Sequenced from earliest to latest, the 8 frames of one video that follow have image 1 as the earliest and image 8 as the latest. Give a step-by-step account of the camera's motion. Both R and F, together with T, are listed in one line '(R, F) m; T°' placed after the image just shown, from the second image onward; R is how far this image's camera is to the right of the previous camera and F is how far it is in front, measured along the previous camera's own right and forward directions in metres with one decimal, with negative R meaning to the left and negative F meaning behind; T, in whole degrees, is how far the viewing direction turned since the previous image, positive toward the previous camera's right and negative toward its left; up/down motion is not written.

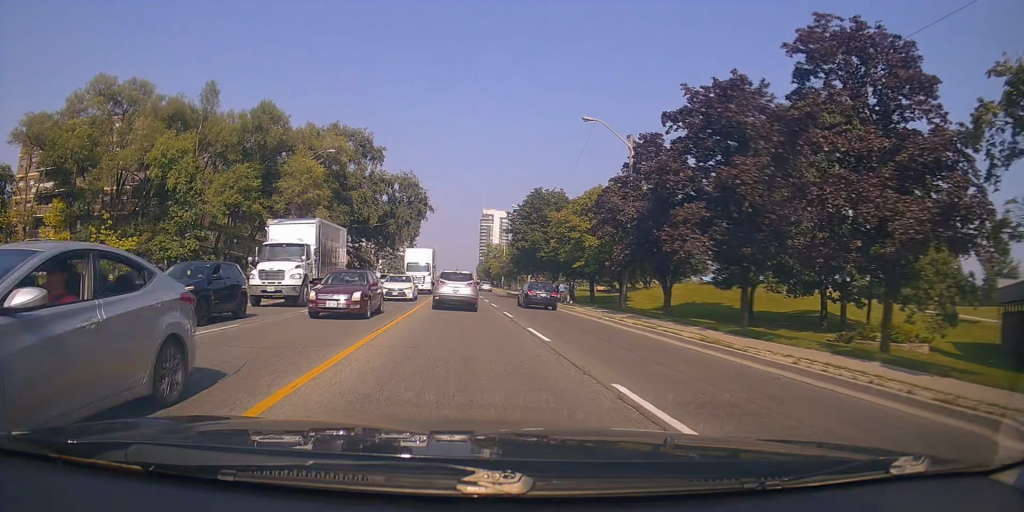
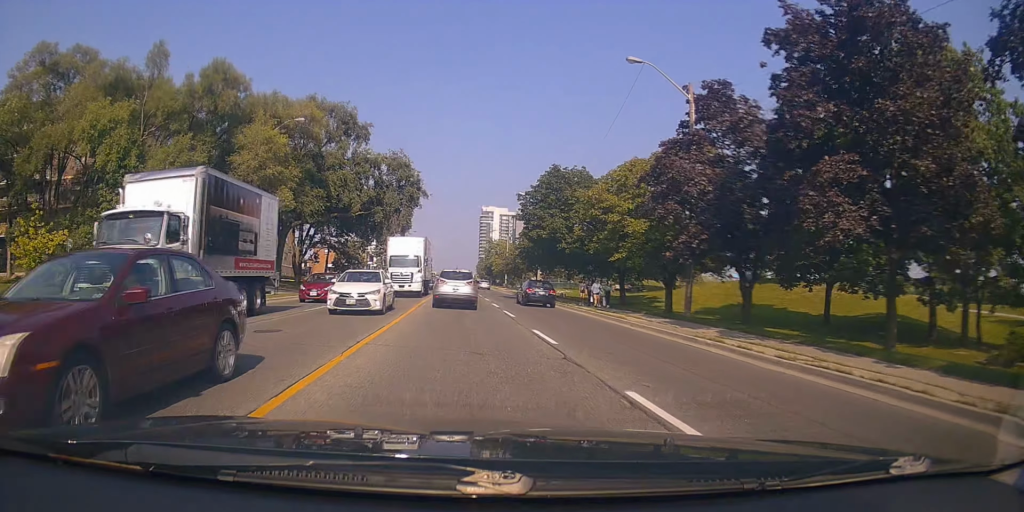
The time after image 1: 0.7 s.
(-0.1, +9.4) m; 0°
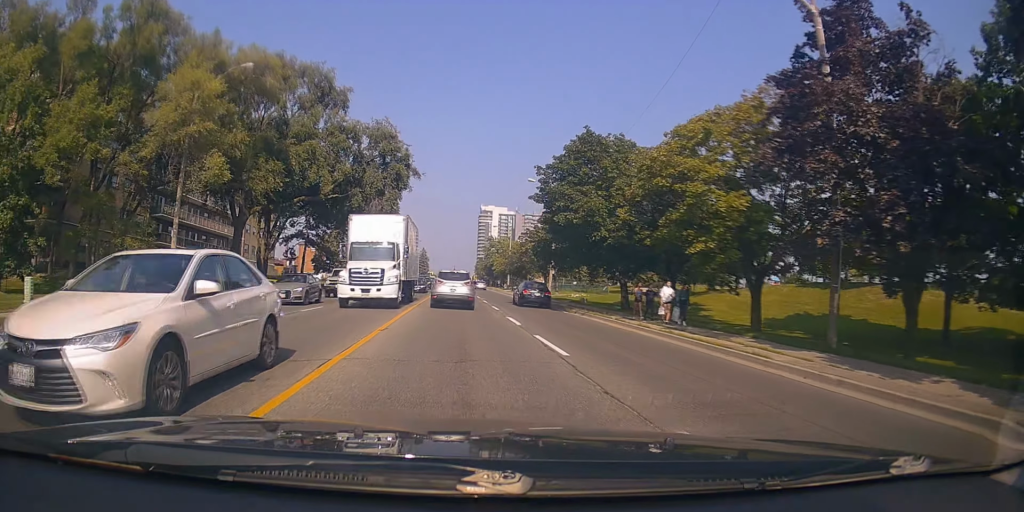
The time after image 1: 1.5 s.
(-0.3, +10.2) m; +1°
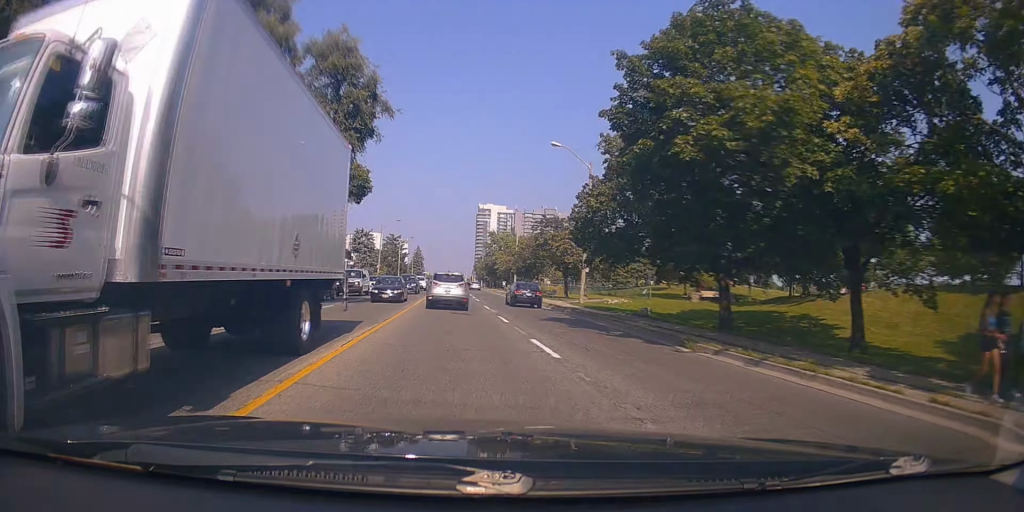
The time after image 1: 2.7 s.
(+0.6, +15.9) m; 0°
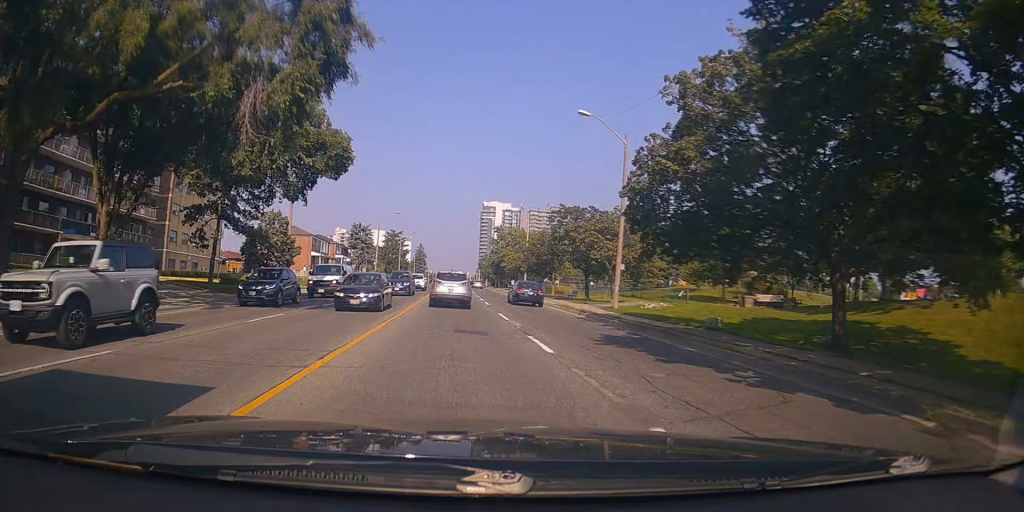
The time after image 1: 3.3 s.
(+0.1, +8.0) m; -3°
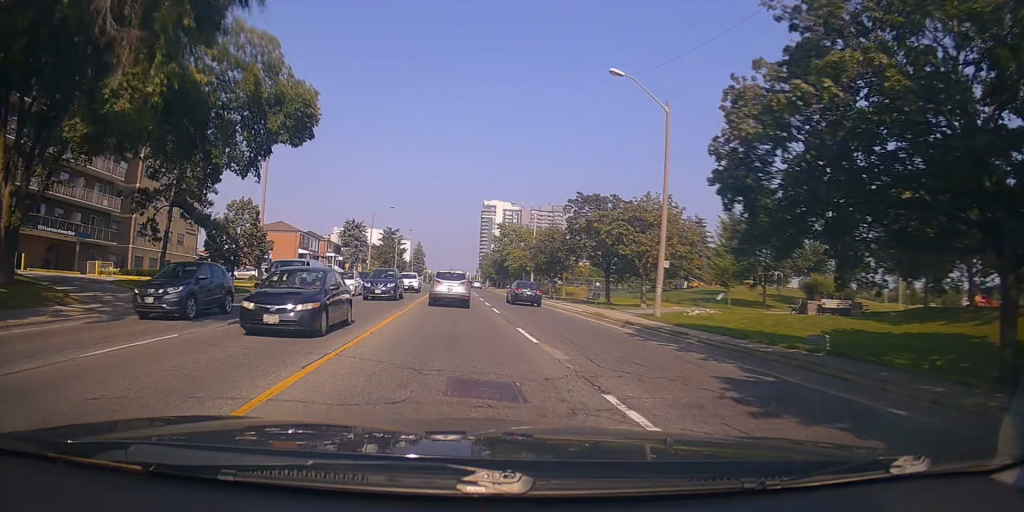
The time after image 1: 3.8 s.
(-0.4, +7.3) m; 0°
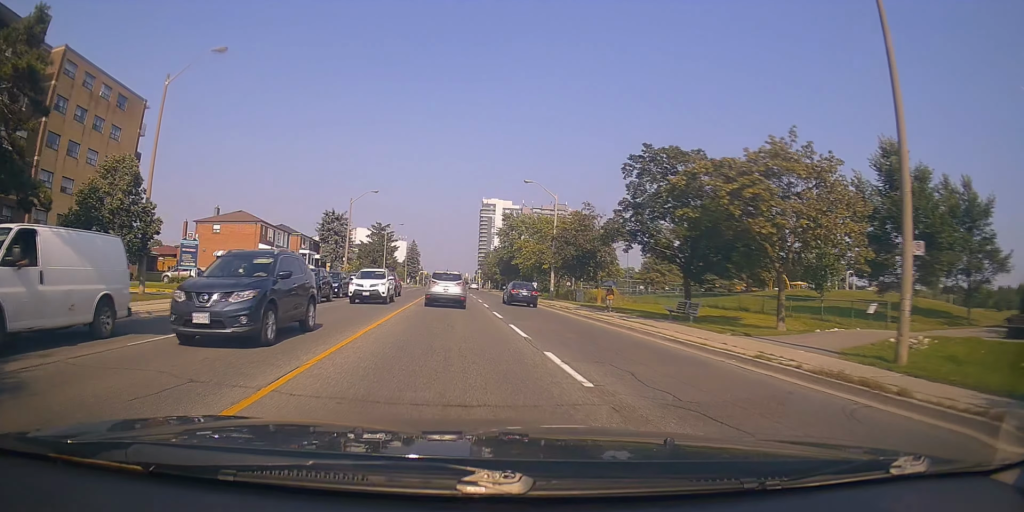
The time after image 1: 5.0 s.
(+0.4, +16.4) m; +2°
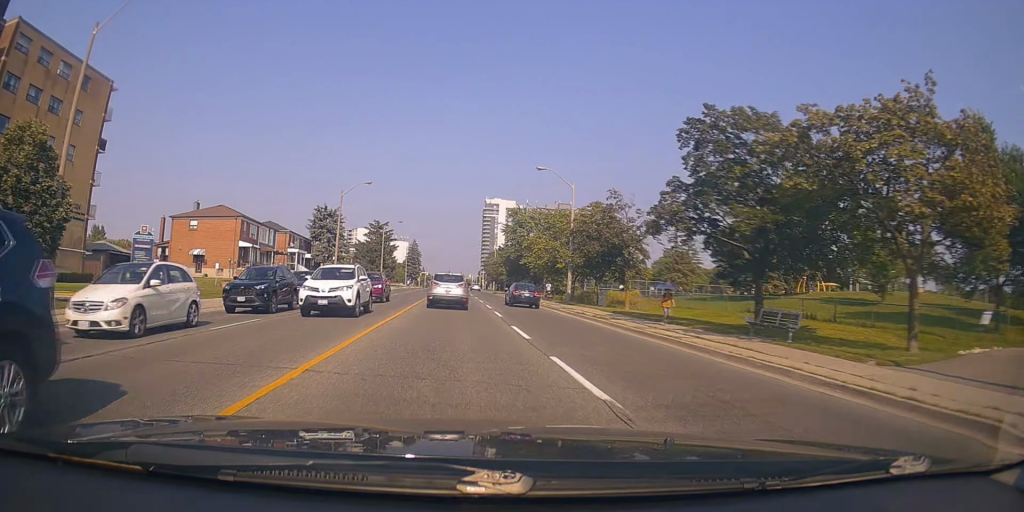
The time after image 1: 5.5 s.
(+0.3, +7.2) m; +1°
